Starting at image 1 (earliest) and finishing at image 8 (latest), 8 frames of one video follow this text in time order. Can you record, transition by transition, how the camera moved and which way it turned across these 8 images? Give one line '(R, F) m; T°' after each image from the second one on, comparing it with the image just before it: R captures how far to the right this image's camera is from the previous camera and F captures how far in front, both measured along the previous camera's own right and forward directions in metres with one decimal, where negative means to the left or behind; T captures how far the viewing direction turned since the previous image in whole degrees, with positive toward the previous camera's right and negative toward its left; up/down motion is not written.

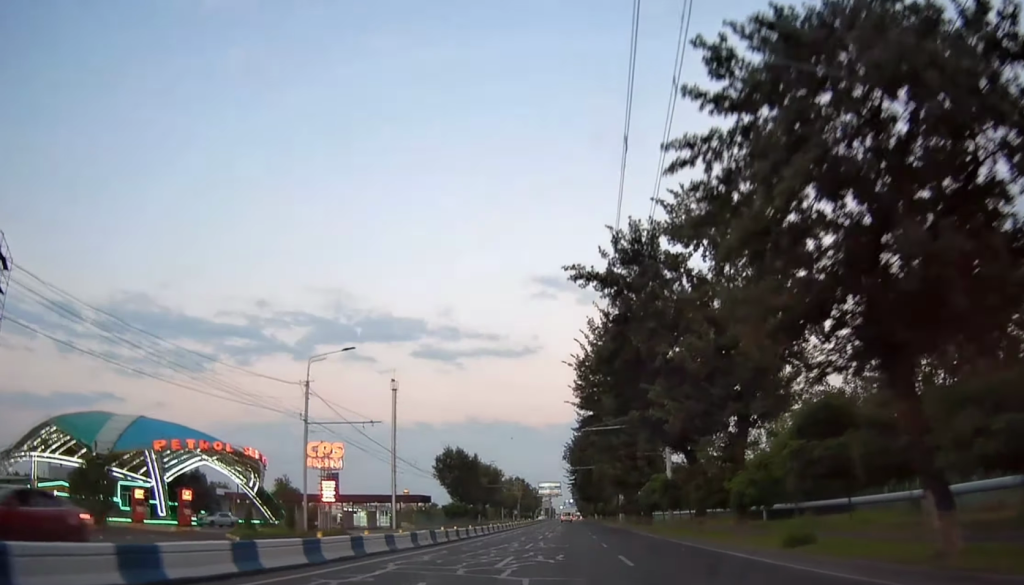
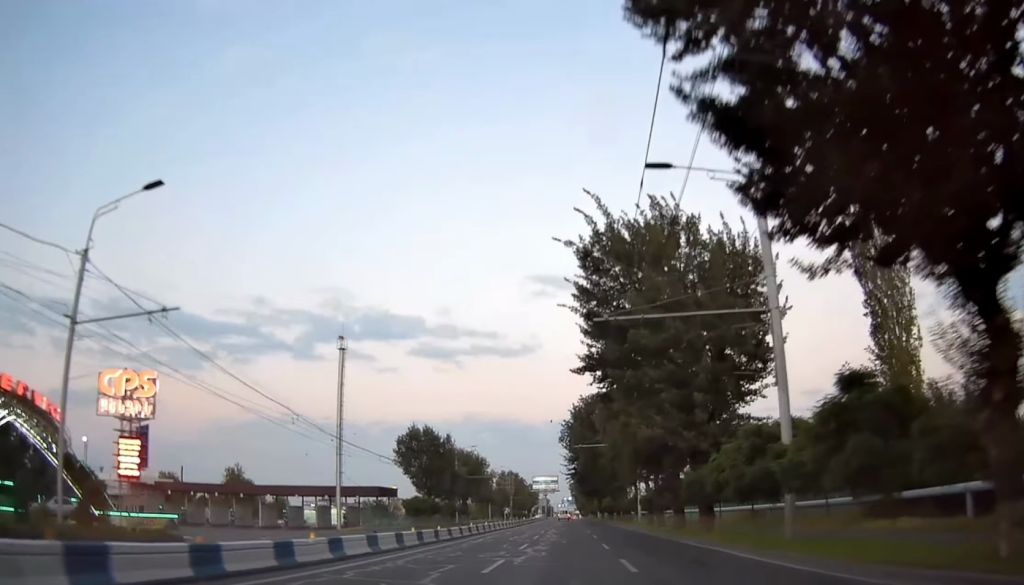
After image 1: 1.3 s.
(-0.1, +23.6) m; -1°
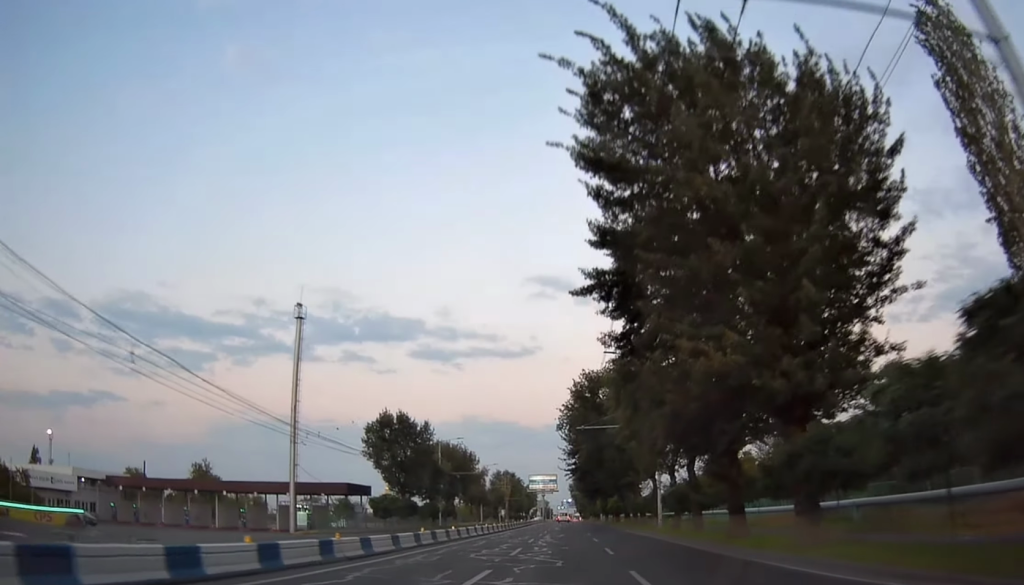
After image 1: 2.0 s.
(-0.2, +13.2) m; 0°
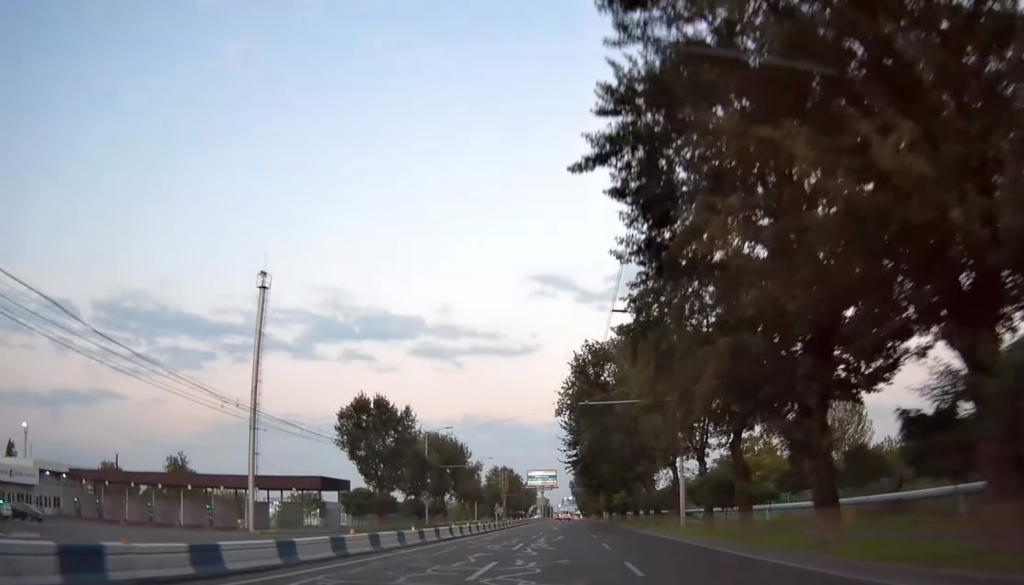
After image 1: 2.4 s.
(+0.1, +8.8) m; +1°
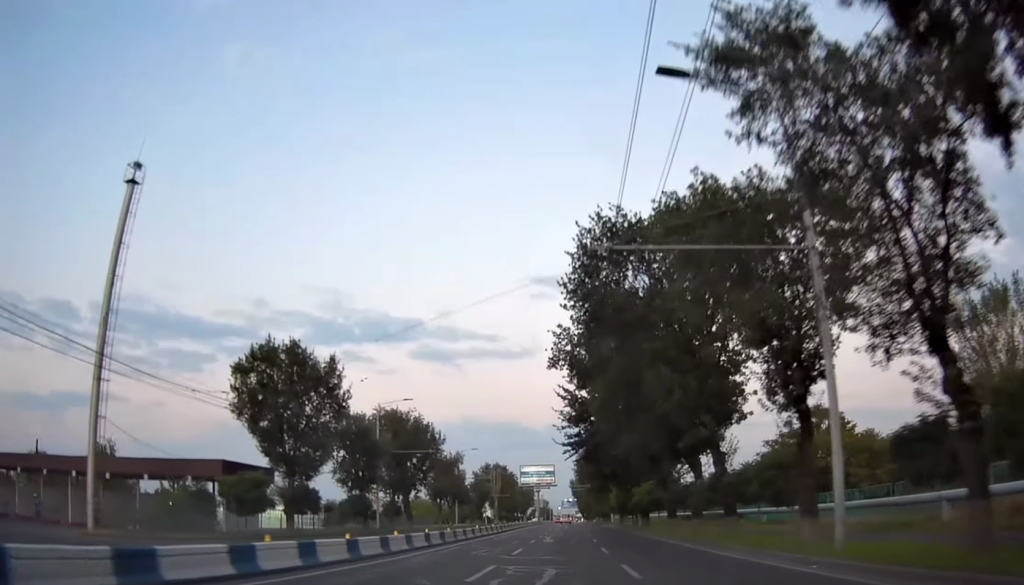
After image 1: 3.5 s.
(+0.4, +21.3) m; +1°
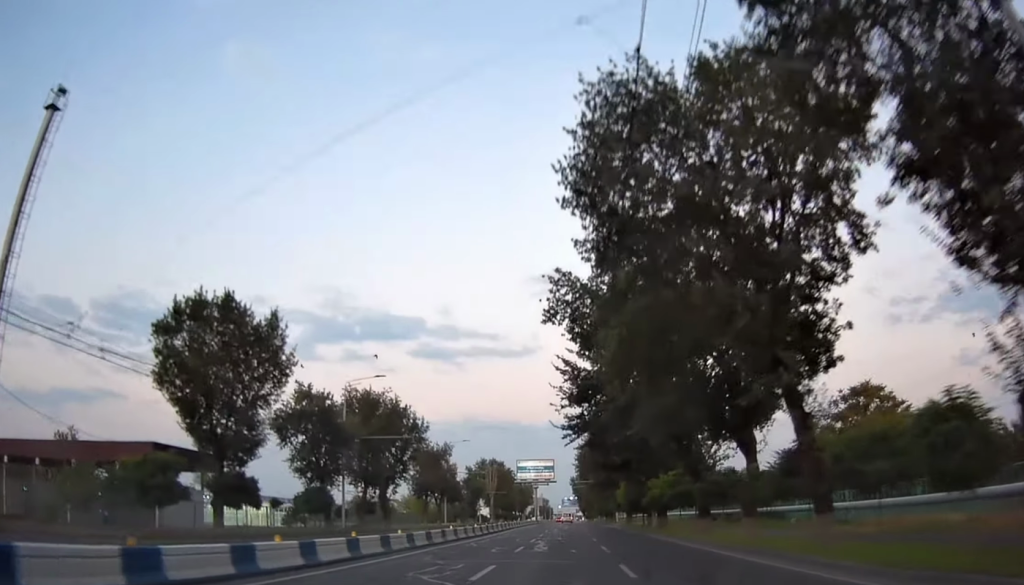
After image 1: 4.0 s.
(0.0, +9.6) m; 0°
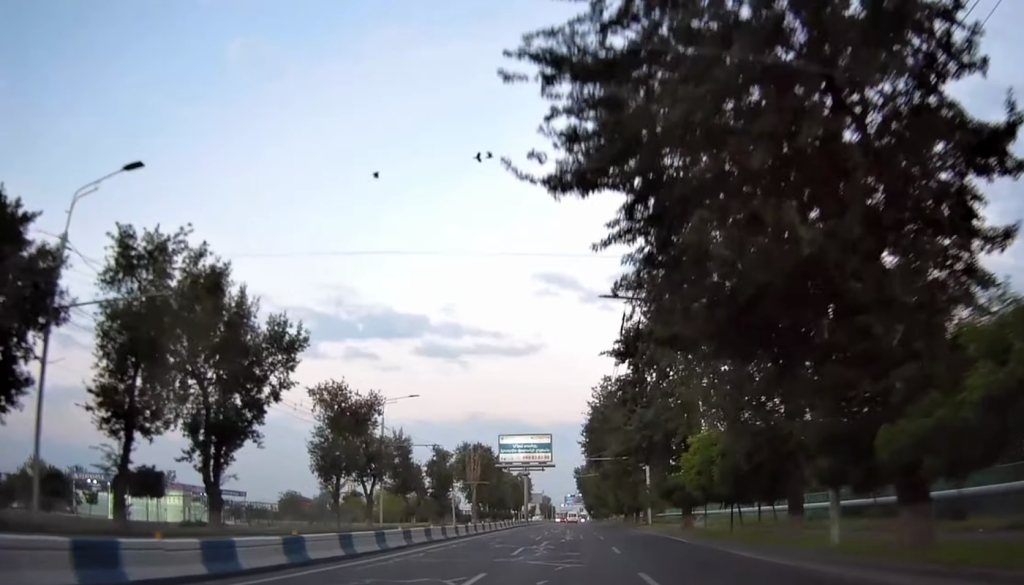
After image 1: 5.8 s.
(-0.3, +33.6) m; -1°
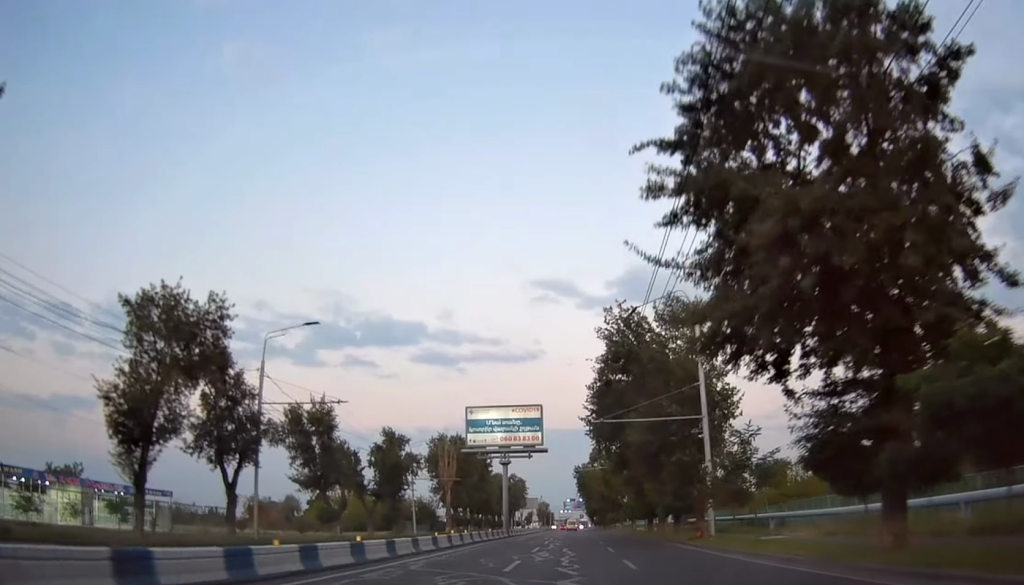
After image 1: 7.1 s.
(-0.1, +25.4) m; 0°
